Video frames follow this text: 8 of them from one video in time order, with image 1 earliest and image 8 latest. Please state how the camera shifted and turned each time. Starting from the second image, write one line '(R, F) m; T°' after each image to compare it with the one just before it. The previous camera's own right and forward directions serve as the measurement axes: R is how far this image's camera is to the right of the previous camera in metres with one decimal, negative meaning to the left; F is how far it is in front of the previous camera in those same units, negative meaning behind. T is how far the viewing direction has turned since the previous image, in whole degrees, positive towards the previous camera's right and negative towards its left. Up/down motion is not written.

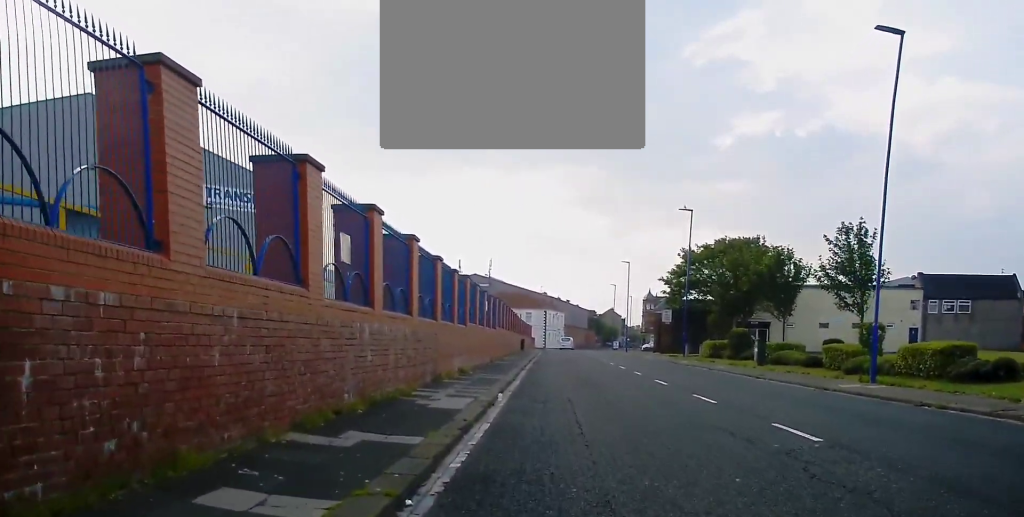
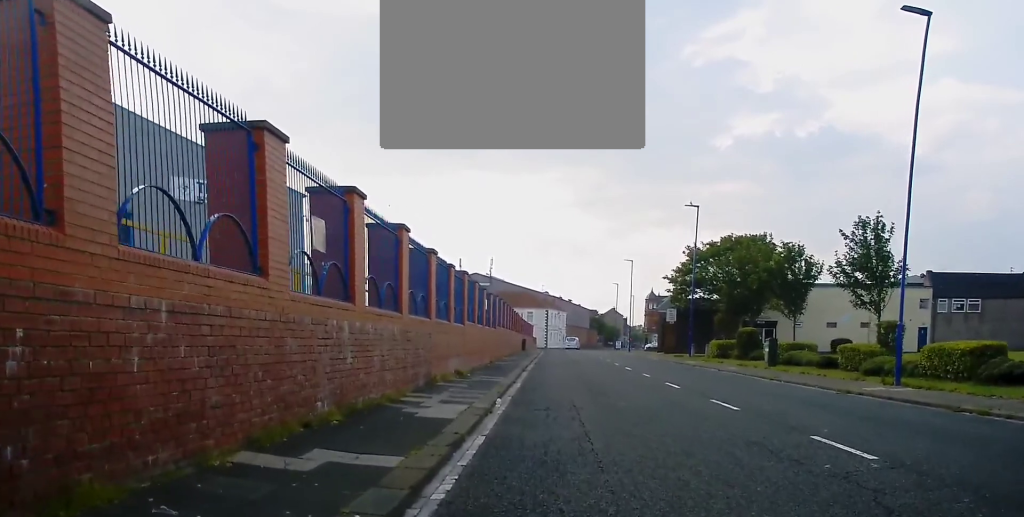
(0.0, +1.7) m; -1°
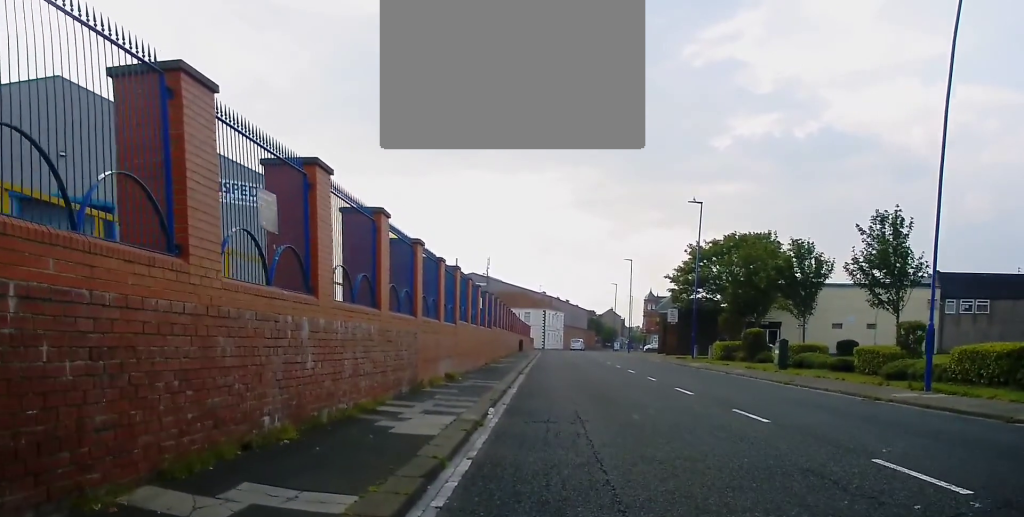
(+0.1, +2.4) m; -4°
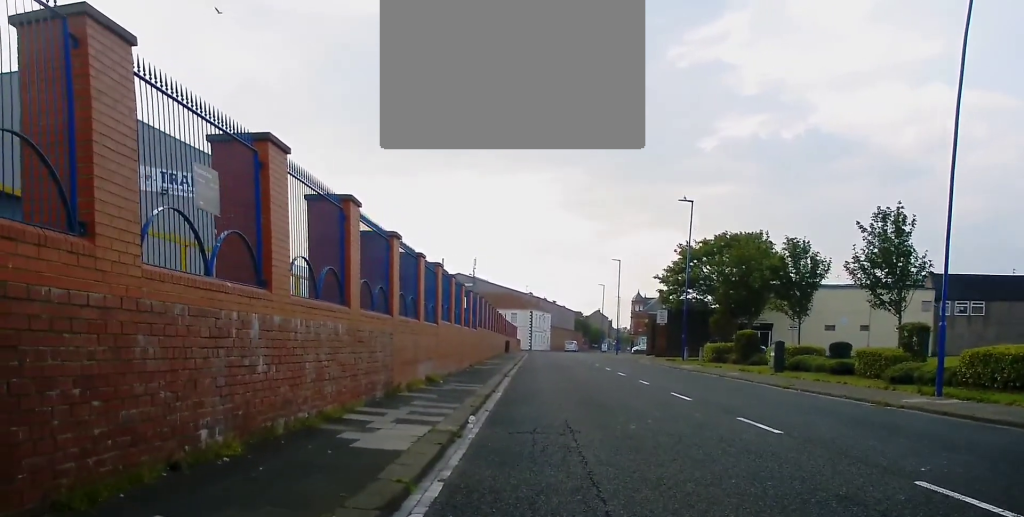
(-0.2, +1.4) m; +4°
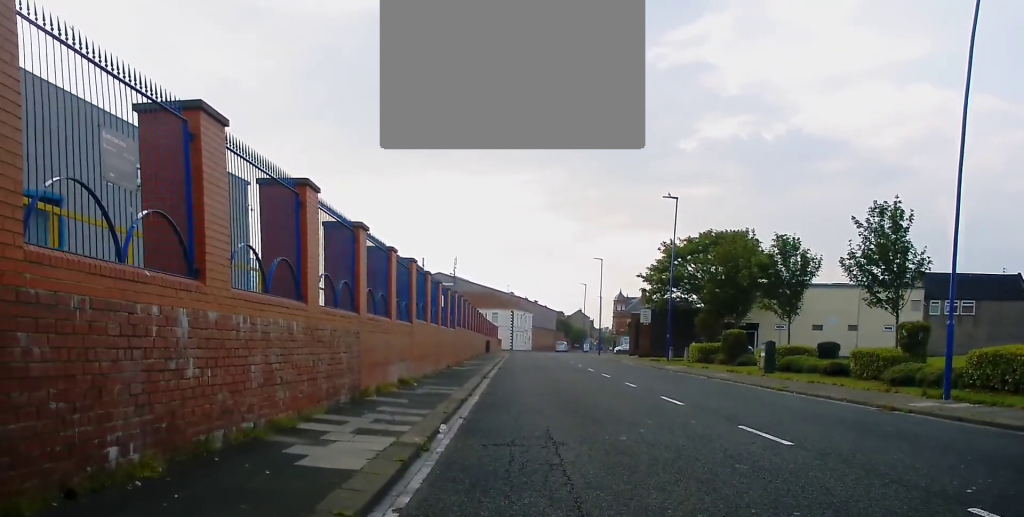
(+0.3, +1.4) m; +1°
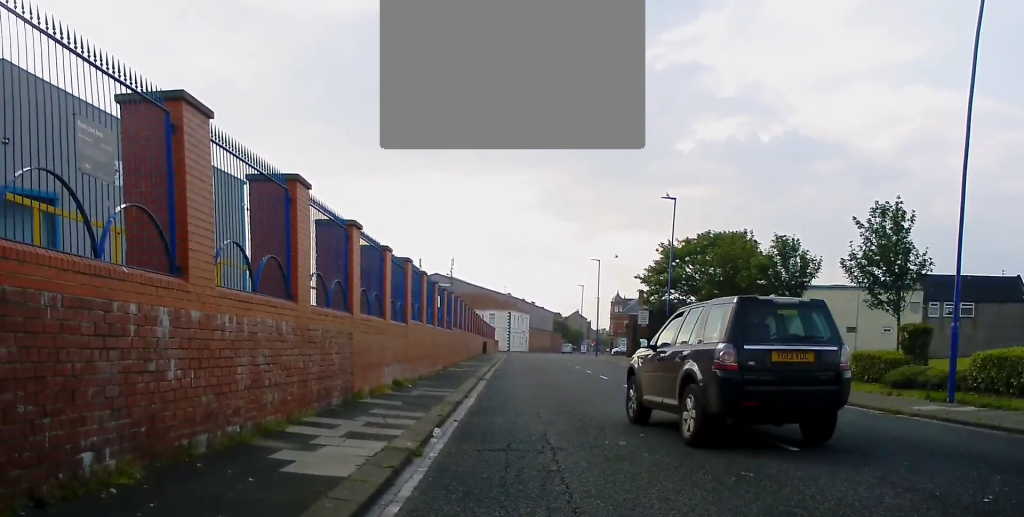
(-0.4, +0.5) m; 0°
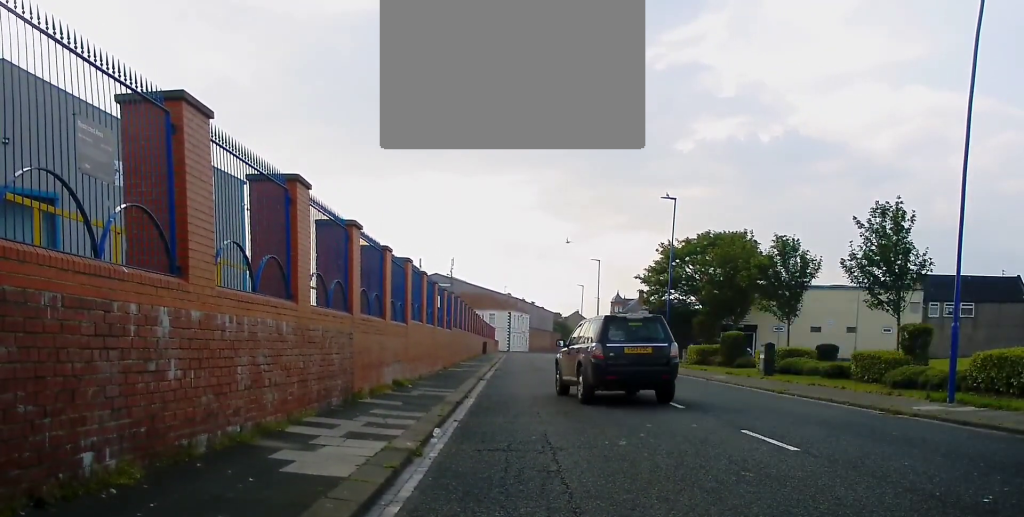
(0.0, 0.0) m; 0°
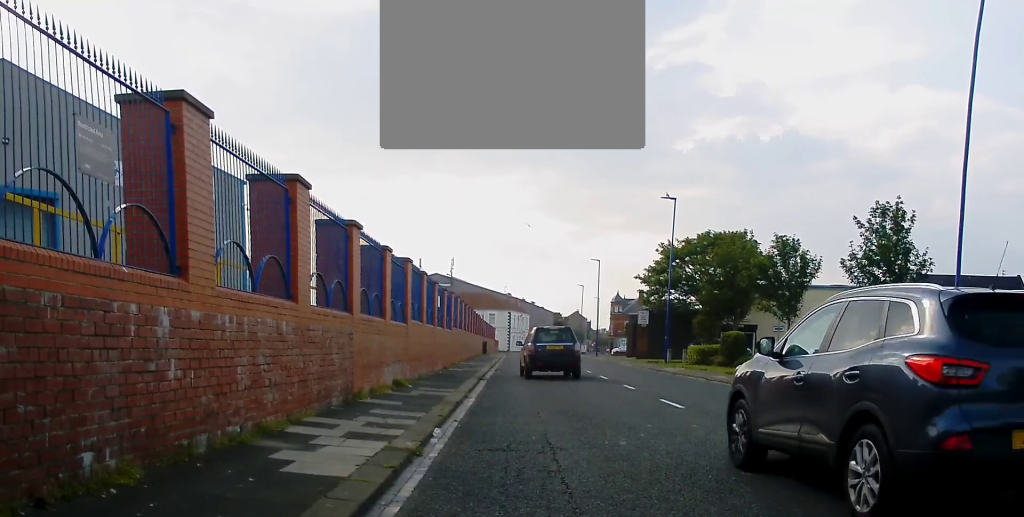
(0.0, 0.0) m; 0°
